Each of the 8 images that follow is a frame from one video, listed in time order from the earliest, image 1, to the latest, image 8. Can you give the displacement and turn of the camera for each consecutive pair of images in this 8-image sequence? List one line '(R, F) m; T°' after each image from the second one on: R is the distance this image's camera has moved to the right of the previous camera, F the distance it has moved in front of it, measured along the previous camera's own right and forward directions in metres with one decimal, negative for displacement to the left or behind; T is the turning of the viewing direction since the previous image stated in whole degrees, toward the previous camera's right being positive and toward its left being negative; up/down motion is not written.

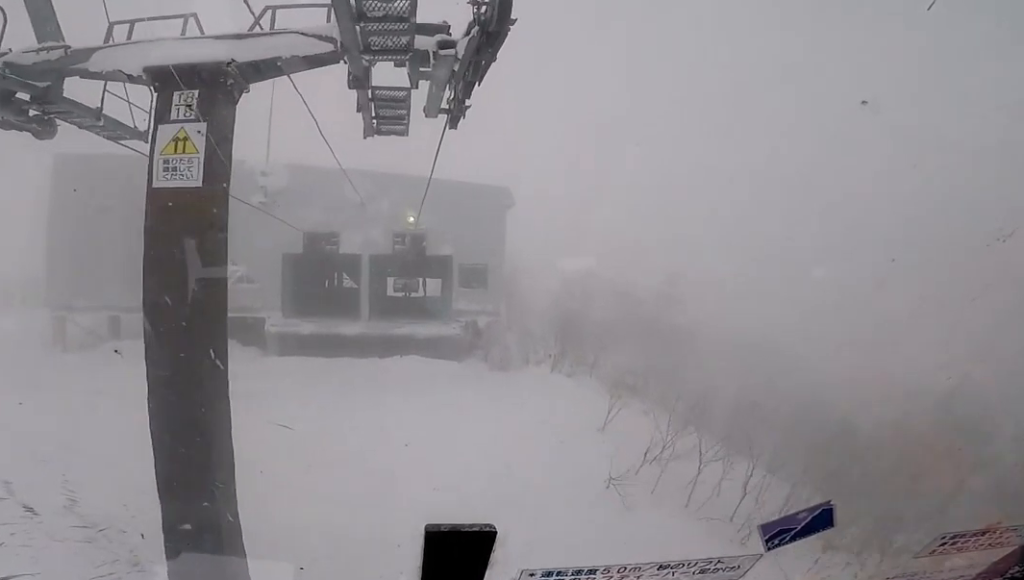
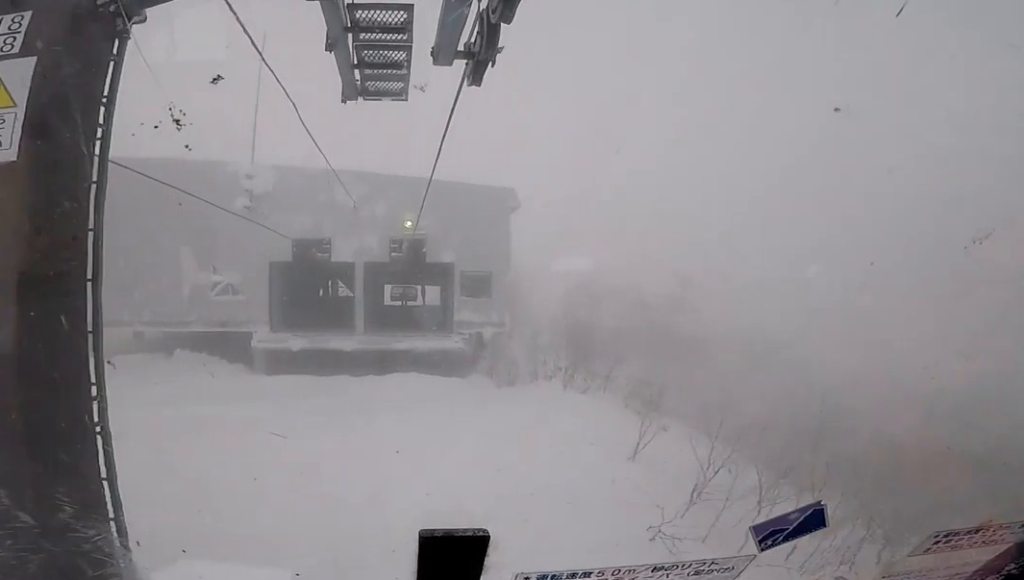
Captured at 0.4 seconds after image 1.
(-0.2, +2.0) m; -1°
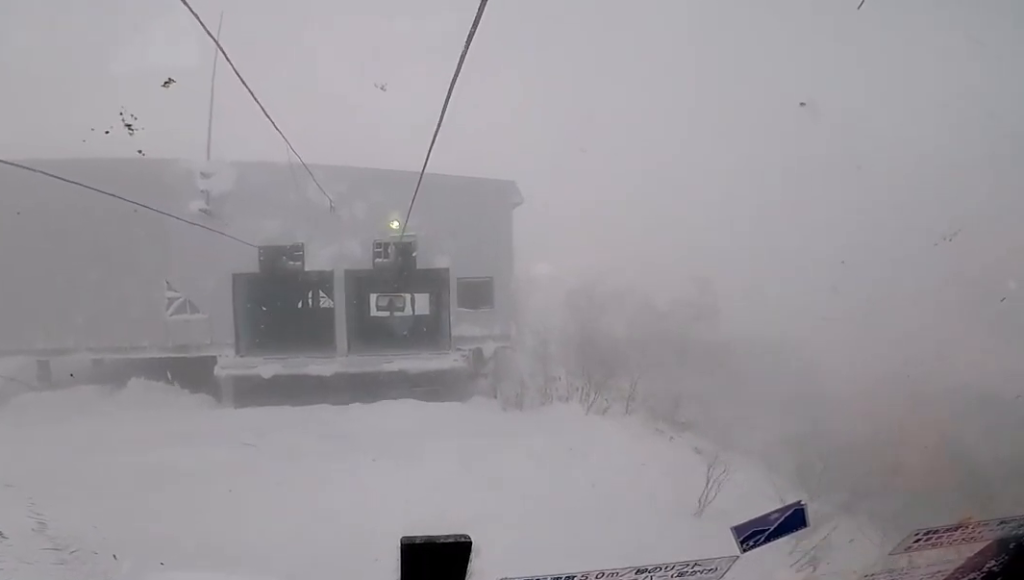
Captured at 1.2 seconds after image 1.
(+0.4, +3.6) m; -8°
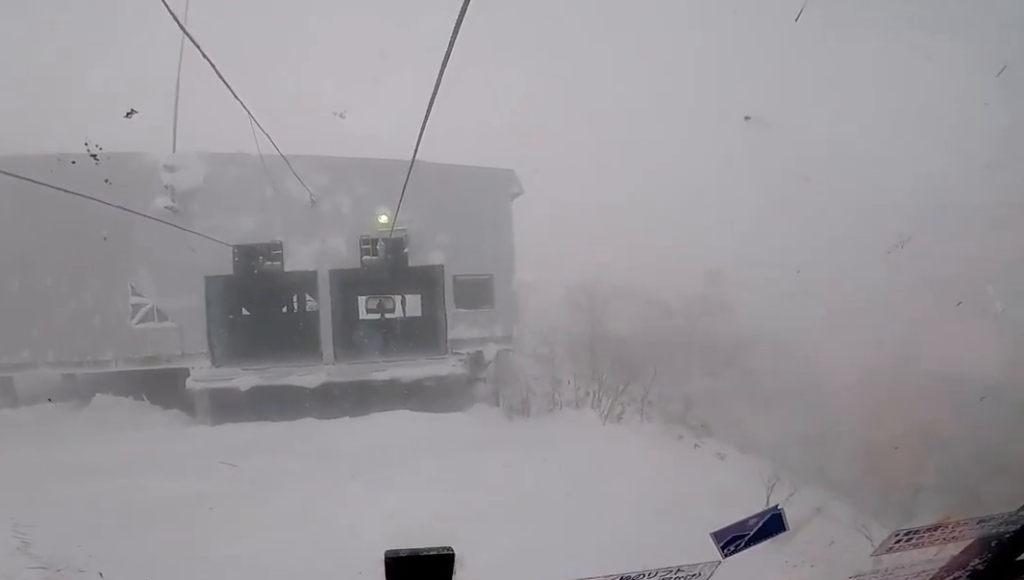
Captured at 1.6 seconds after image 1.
(-0.1, +2.0) m; -4°
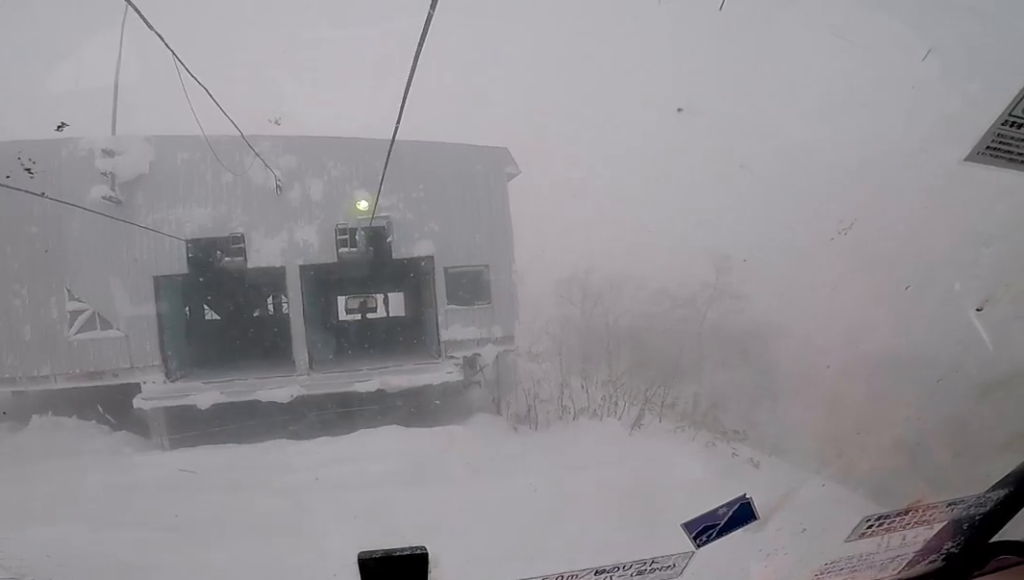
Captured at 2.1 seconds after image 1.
(-0.7, +2.8) m; -5°
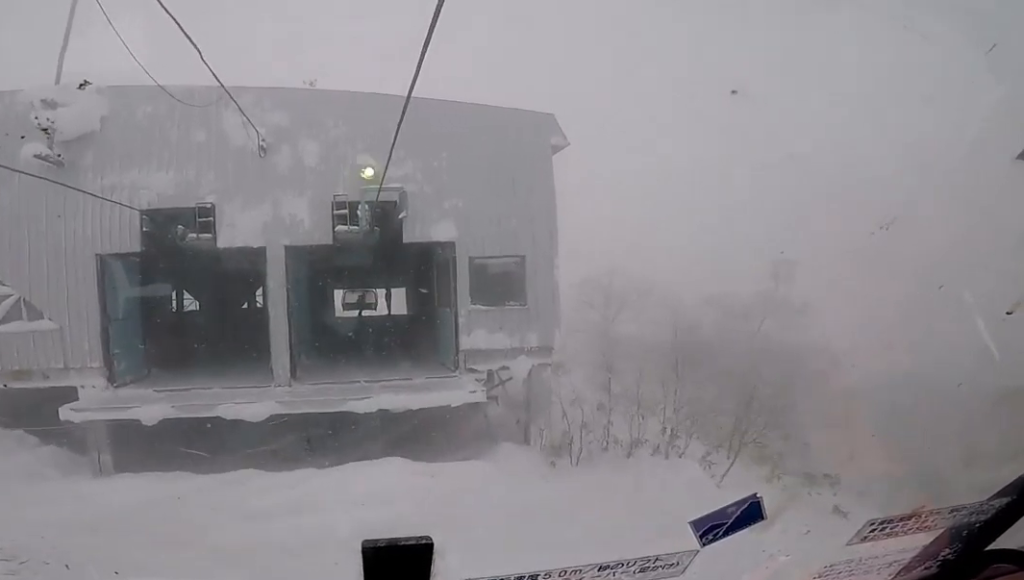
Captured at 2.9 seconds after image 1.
(0.0, +3.8) m; +7°
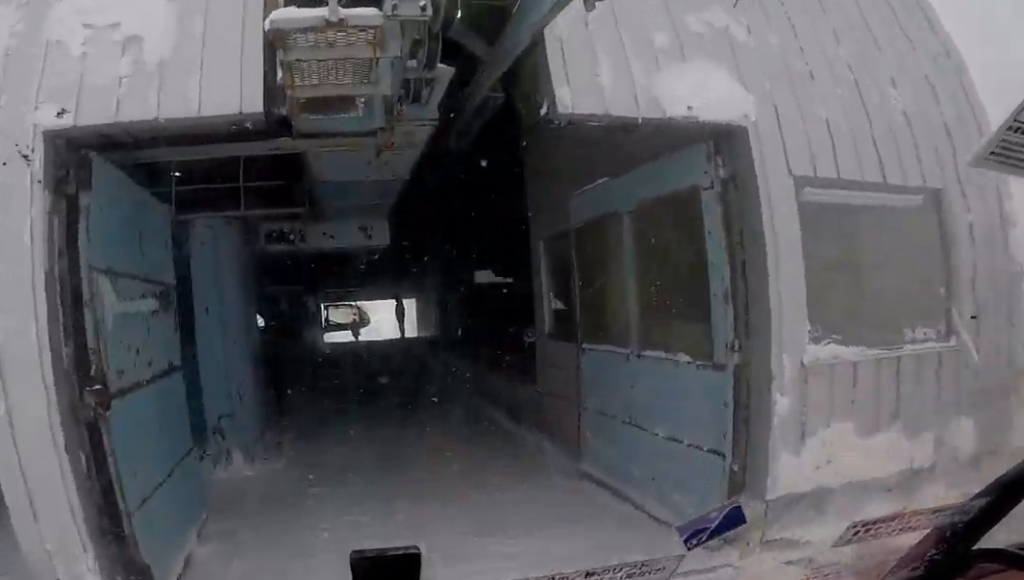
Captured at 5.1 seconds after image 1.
(+1.7, +9.9) m; +23°
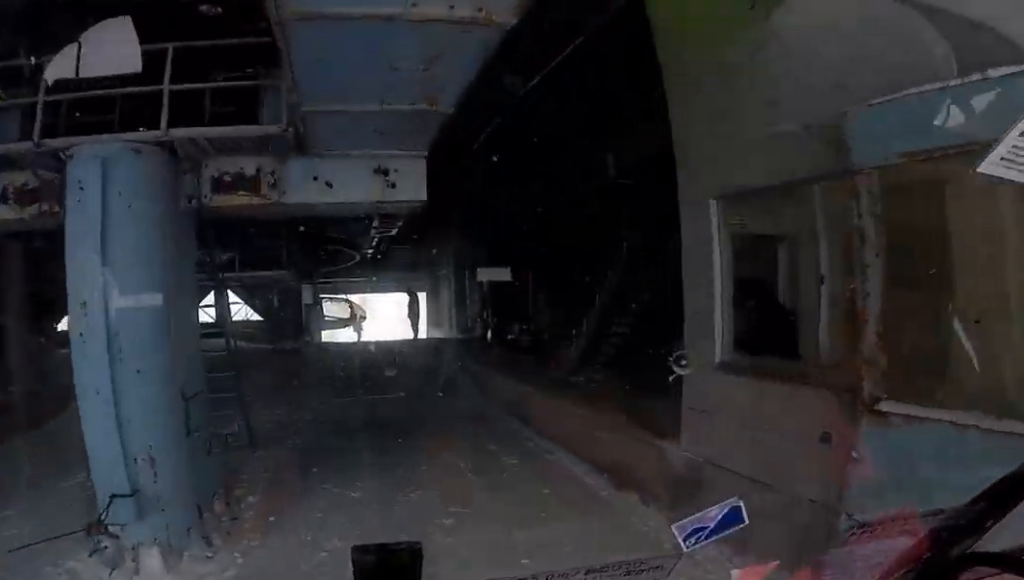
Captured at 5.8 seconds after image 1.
(+0.5, +2.7) m; +6°
